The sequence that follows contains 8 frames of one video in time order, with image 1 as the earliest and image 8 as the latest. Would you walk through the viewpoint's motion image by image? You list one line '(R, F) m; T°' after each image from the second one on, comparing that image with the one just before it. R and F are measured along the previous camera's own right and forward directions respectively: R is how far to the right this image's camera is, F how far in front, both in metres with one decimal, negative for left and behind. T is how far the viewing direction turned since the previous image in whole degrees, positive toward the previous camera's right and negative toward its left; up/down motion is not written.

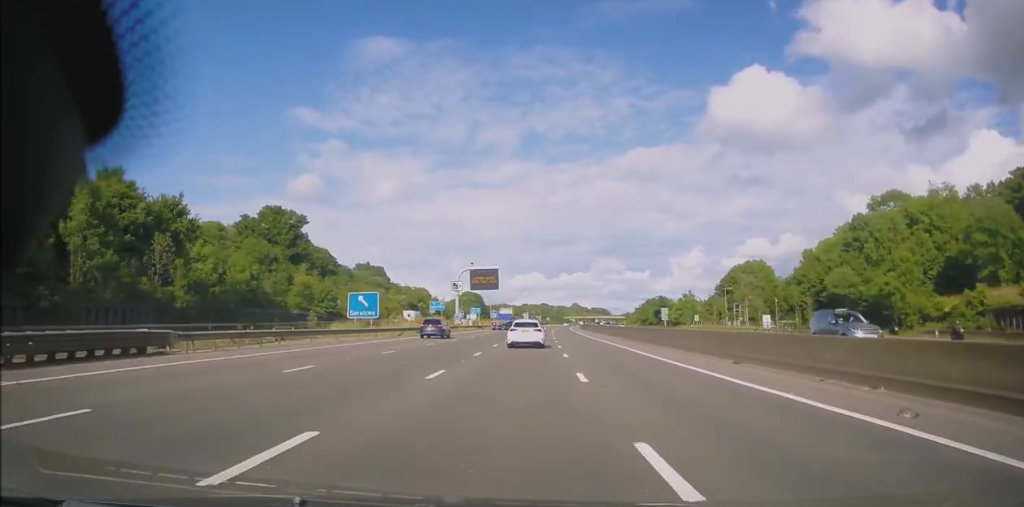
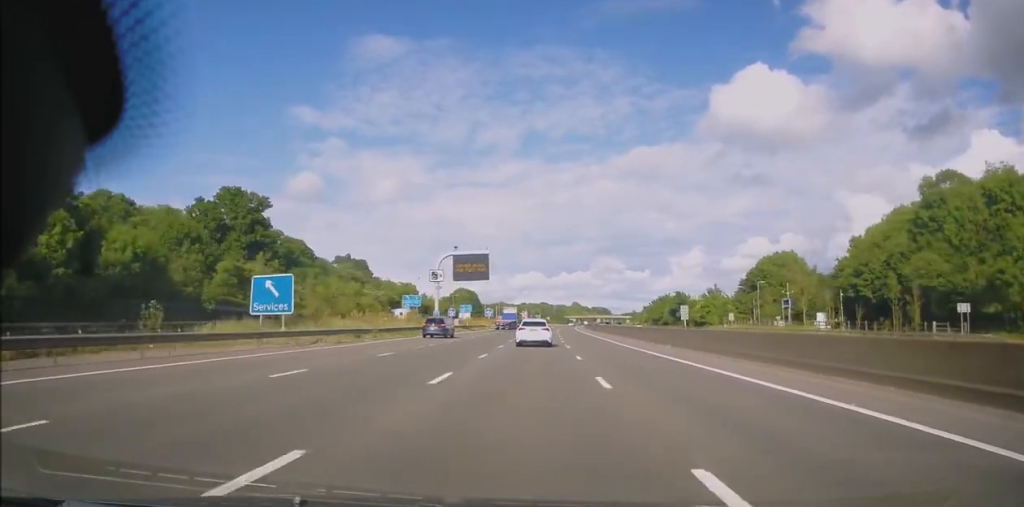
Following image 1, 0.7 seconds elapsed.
(+0.2, +19.6) m; 0°
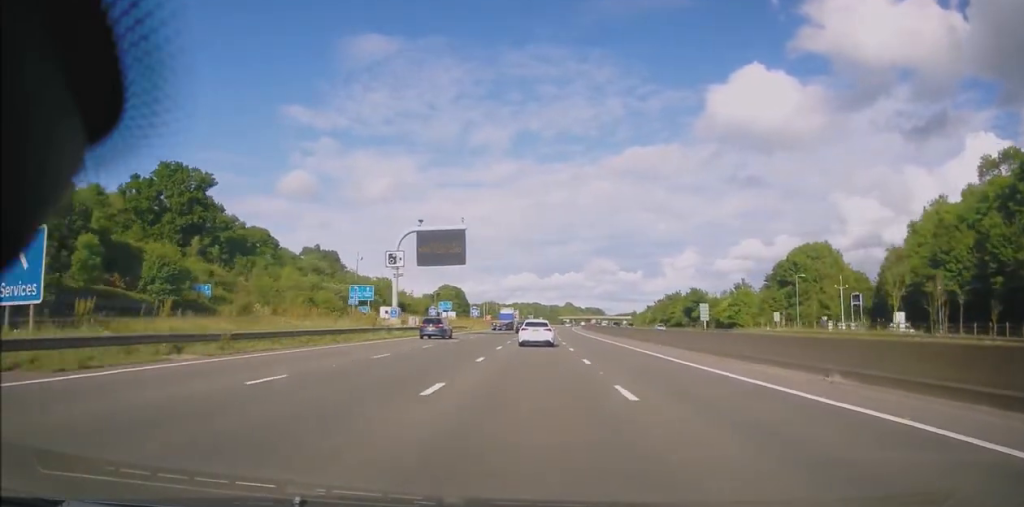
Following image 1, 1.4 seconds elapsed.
(-0.4, +19.6) m; 0°
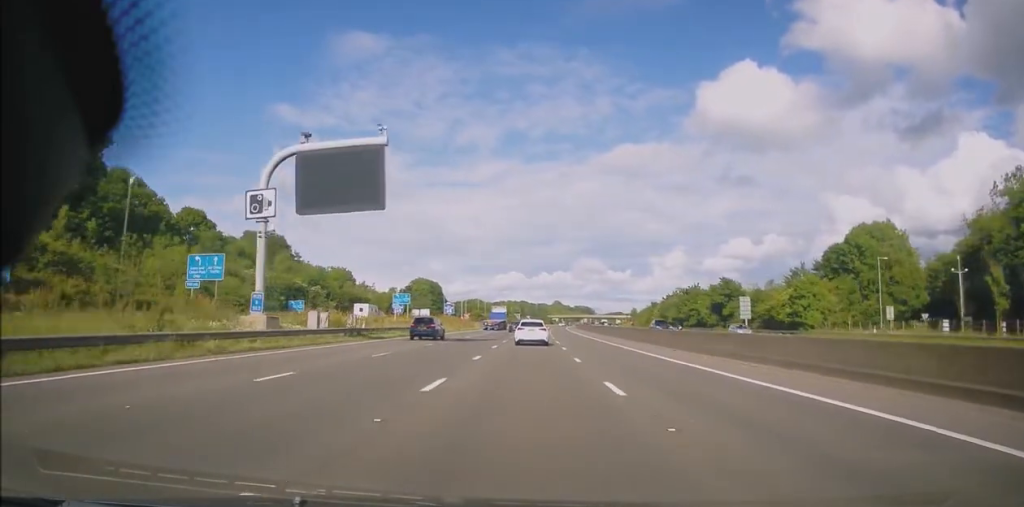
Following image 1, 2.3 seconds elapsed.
(+0.5, +26.5) m; +1°
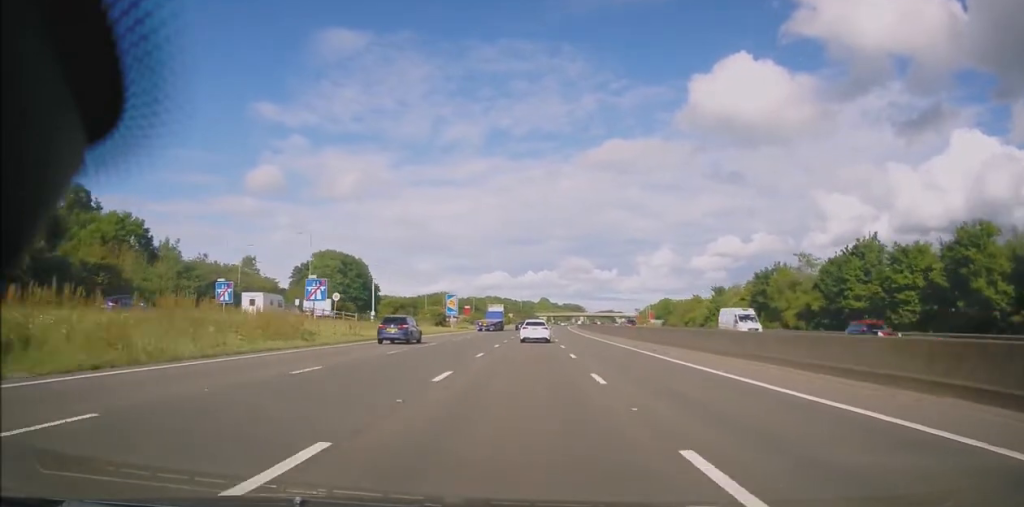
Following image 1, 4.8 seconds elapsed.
(+0.5, +70.0) m; +1°
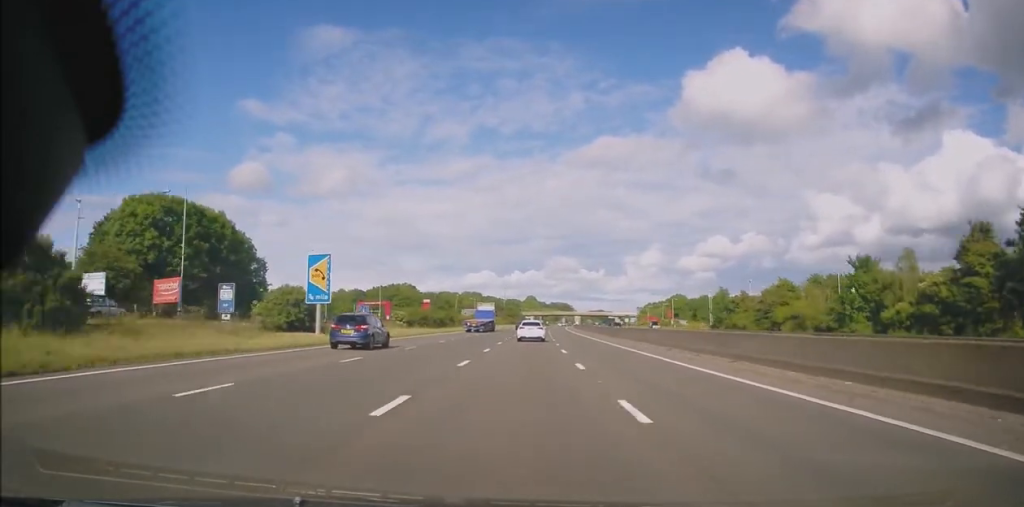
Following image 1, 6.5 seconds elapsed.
(+0.9, +49.6) m; +2°
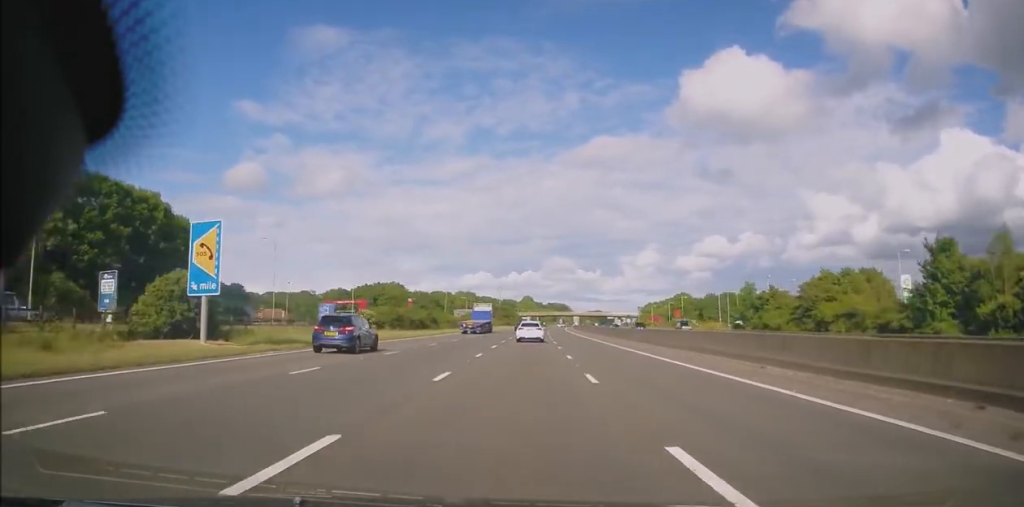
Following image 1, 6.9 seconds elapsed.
(0.0, +12.8) m; 0°
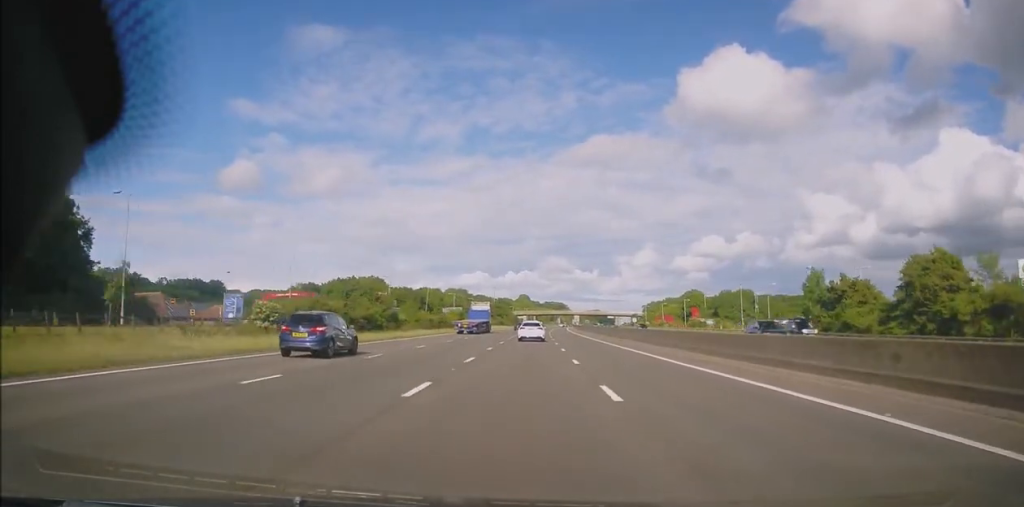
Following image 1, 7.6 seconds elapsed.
(0.0, +20.7) m; 0°
